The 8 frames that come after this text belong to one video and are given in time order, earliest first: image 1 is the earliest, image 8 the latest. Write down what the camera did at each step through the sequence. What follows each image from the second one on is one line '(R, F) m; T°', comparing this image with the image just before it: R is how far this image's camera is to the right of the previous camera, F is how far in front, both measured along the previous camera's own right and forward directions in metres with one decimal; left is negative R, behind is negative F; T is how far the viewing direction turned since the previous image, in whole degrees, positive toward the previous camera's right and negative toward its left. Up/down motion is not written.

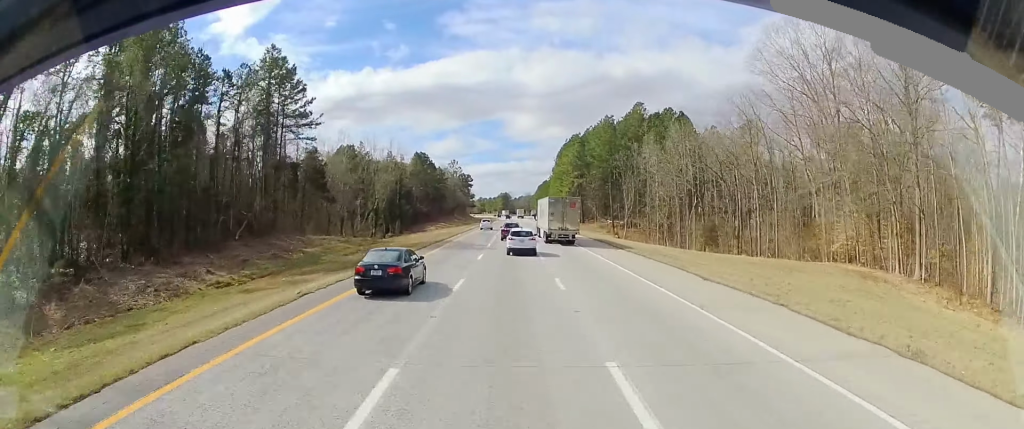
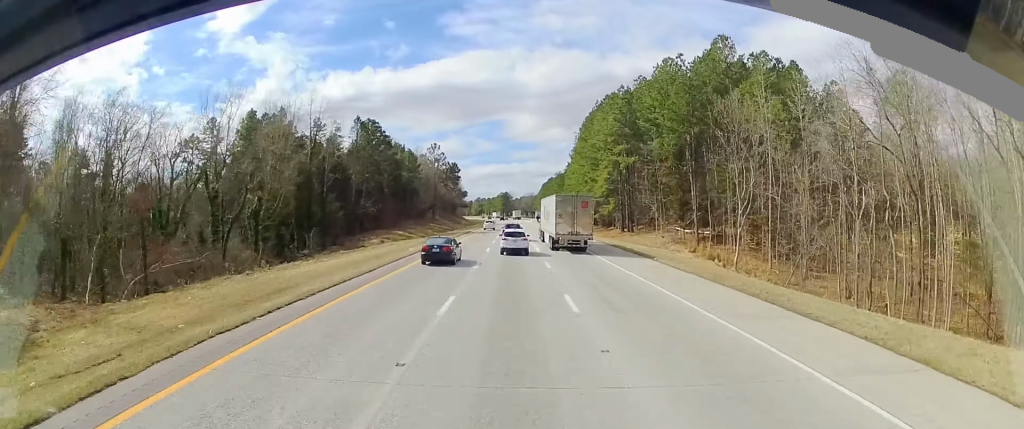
(+0.4, +52.6) m; 0°
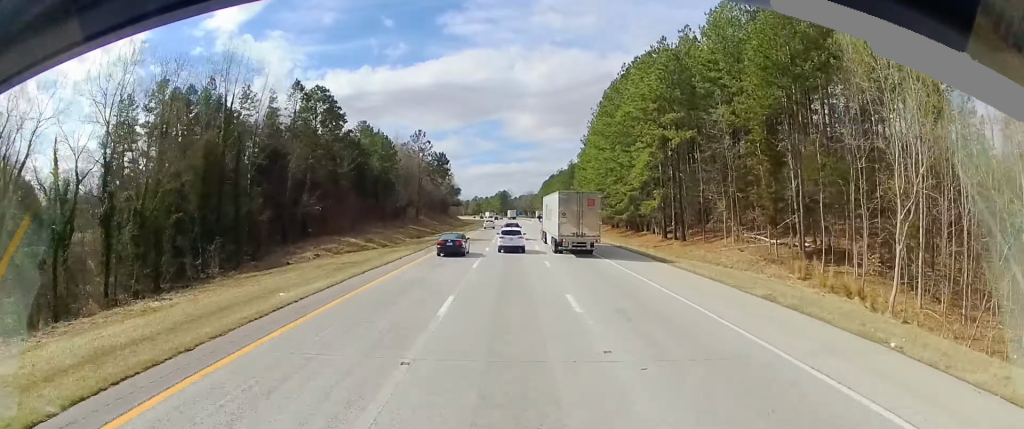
(+0.1, +24.1) m; 0°
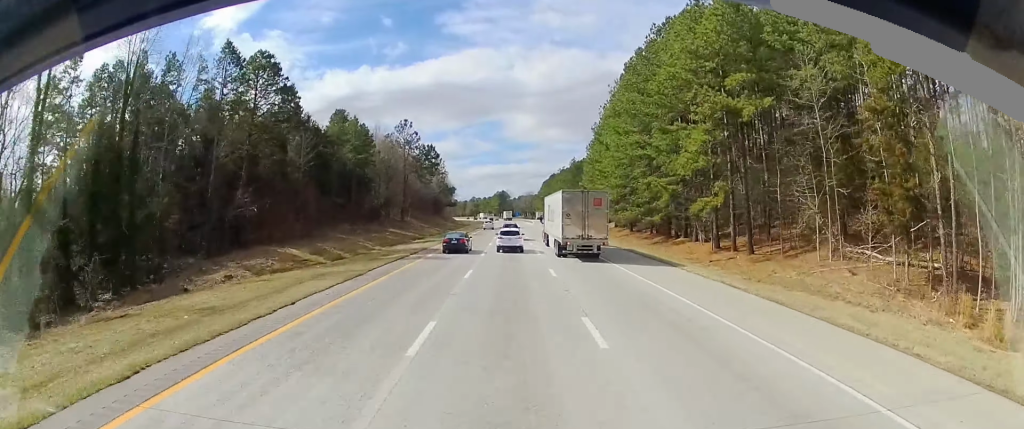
(-0.2, +16.0) m; 0°
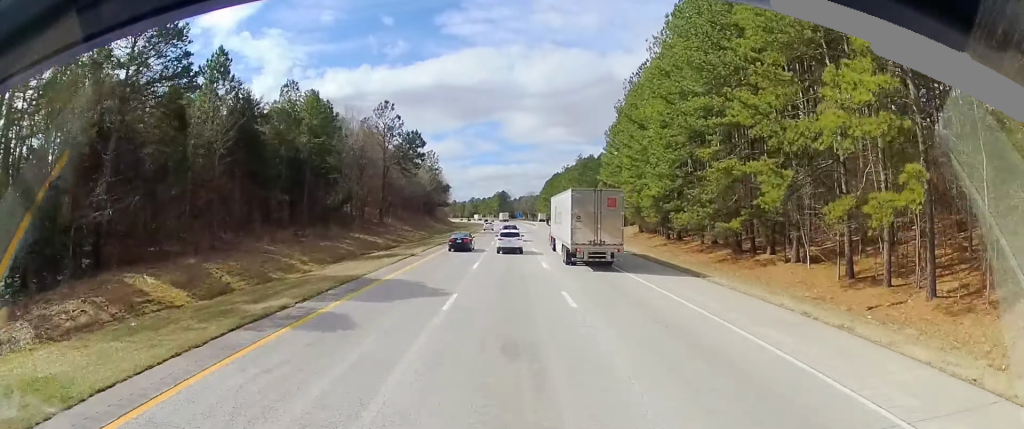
(-0.1, +19.0) m; 0°
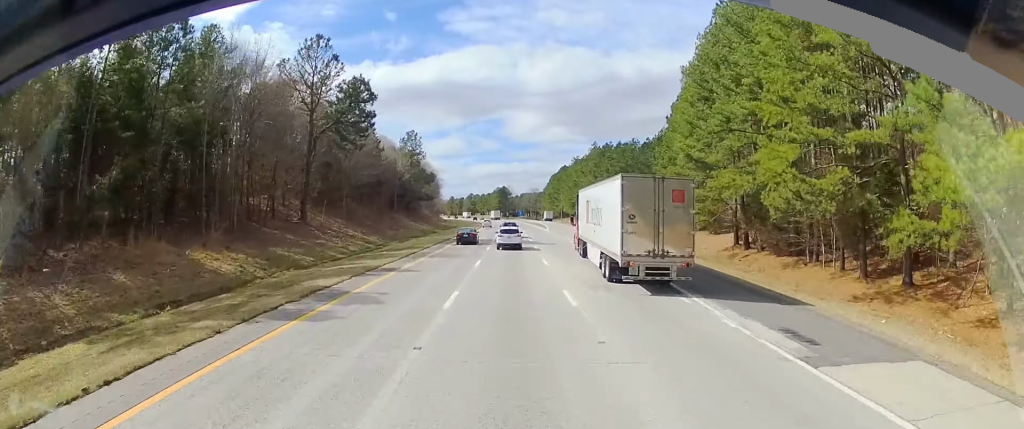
(-0.1, +36.9) m; -1°
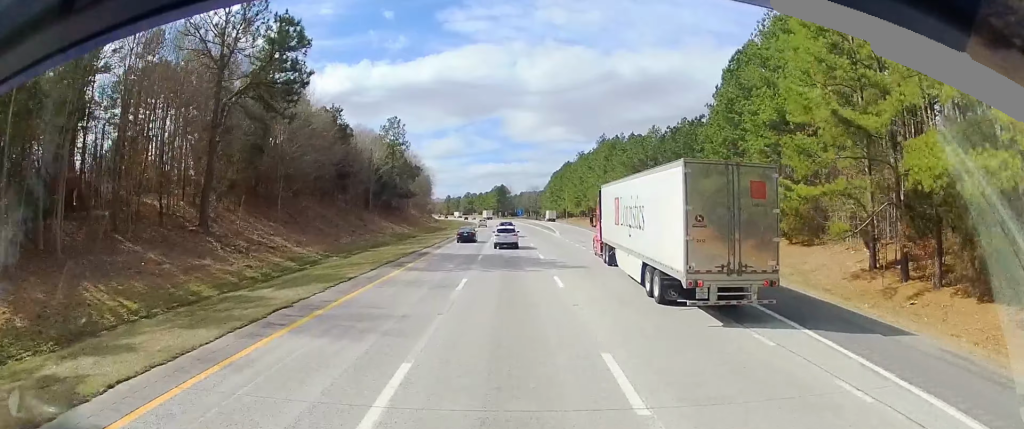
(-0.3, +20.0) m; -1°
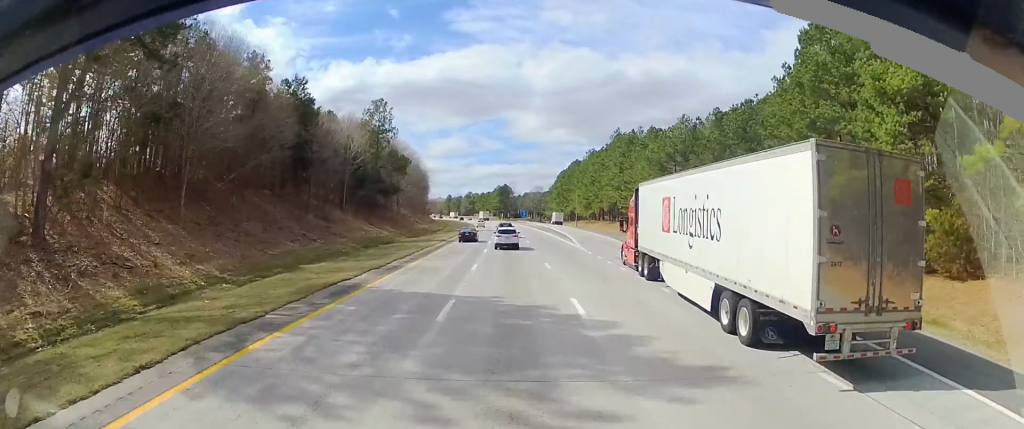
(0.0, +17.3) m; 0°
